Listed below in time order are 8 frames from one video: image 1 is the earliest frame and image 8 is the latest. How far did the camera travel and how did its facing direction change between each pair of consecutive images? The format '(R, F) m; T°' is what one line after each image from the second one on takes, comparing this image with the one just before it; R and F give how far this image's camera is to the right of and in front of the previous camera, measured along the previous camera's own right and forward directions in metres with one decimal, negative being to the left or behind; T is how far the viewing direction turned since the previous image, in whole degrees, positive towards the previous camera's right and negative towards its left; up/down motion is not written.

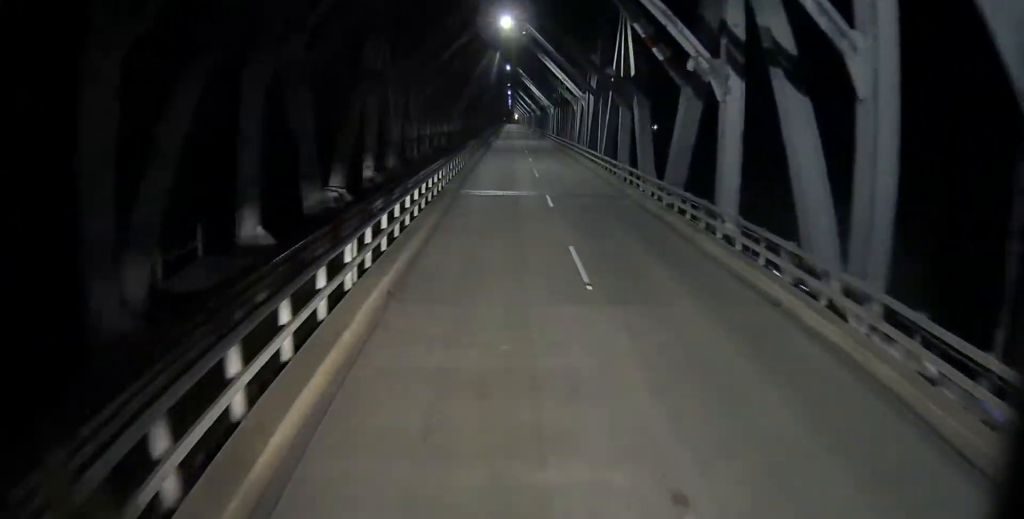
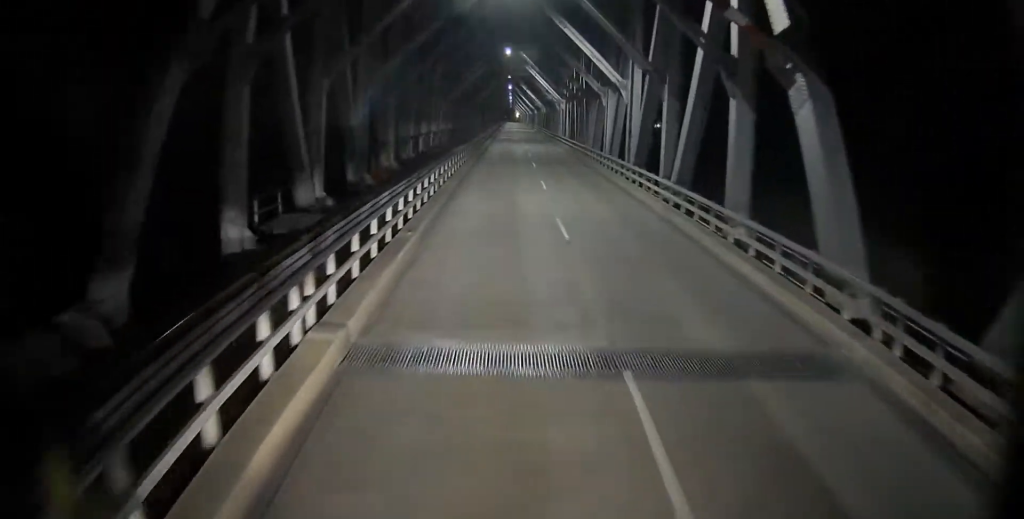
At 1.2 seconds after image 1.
(+0.2, +17.4) m; +1°
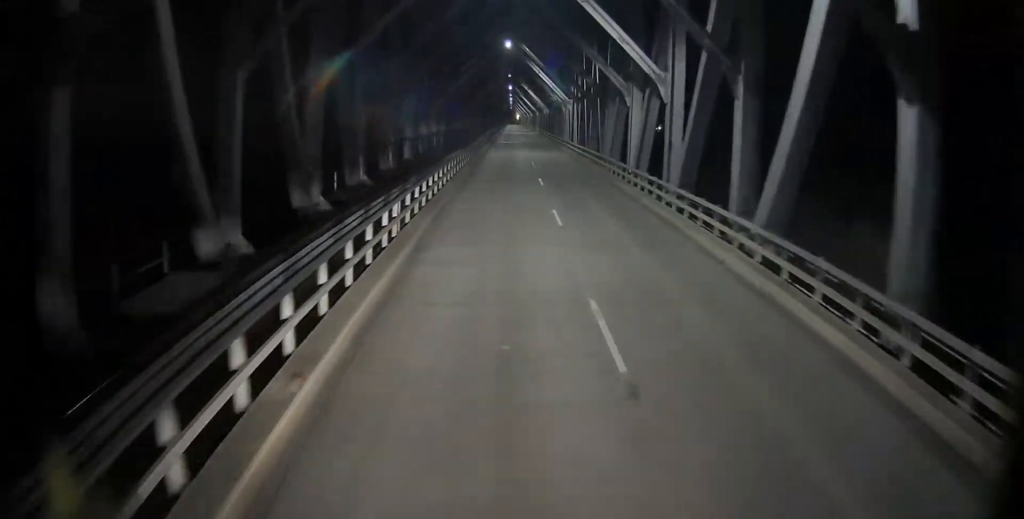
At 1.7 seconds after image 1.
(0.0, +8.0) m; -1°
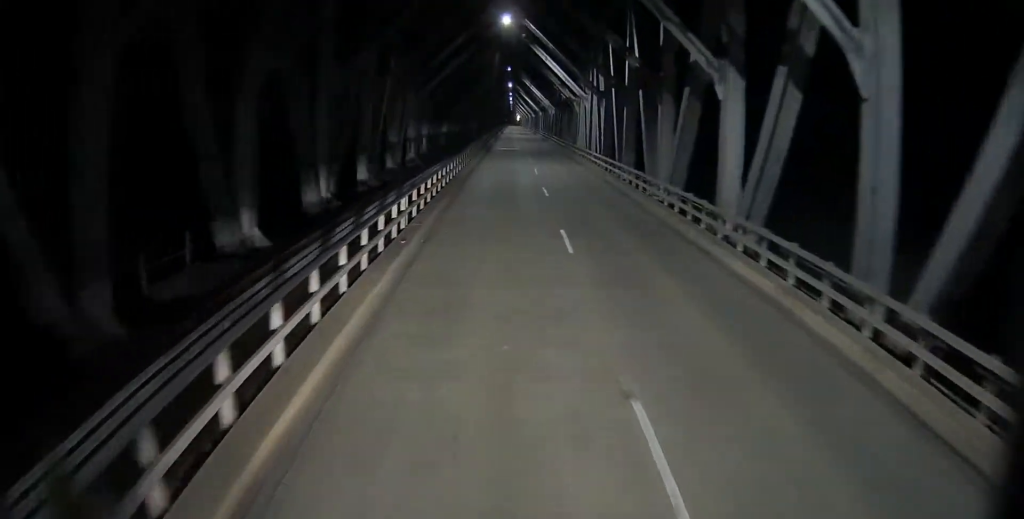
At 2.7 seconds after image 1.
(-0.1, +14.0) m; -1°
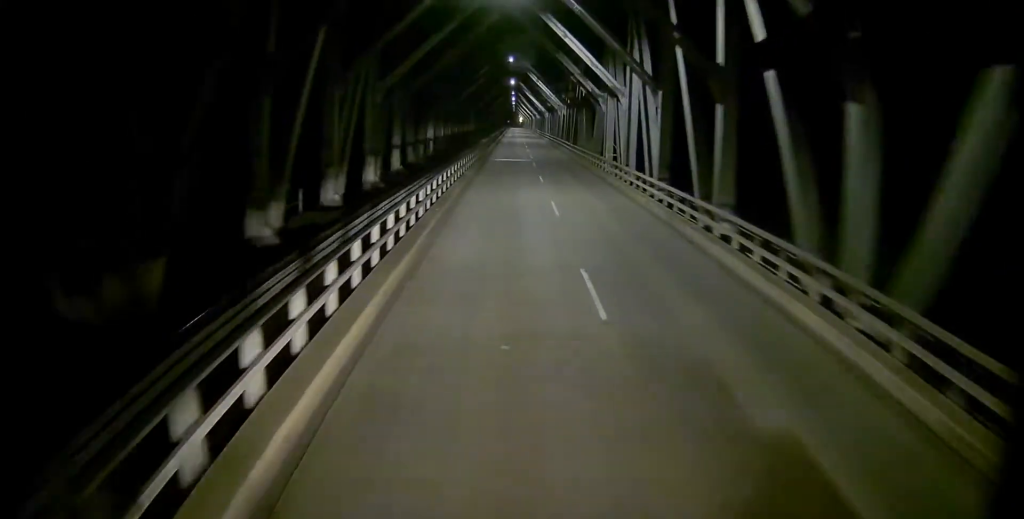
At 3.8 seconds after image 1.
(0.0, +15.1) m; 0°
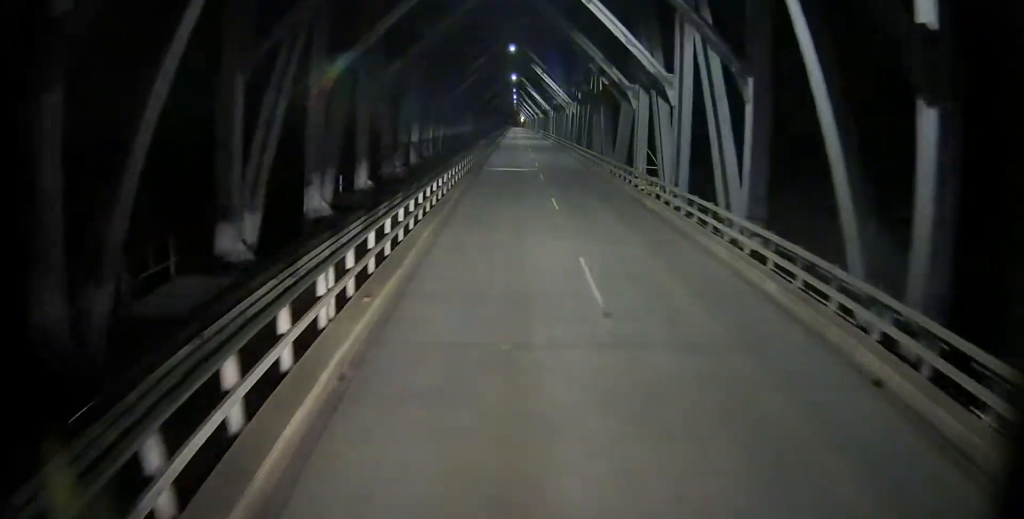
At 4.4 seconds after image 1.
(+0.1, +8.5) m; +1°
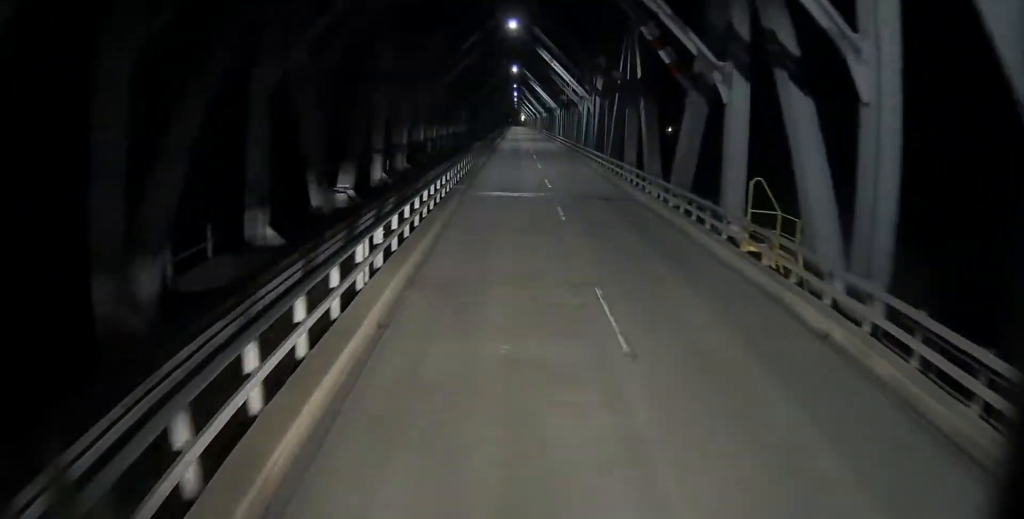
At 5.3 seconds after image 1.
(0.0, +12.7) m; +1°
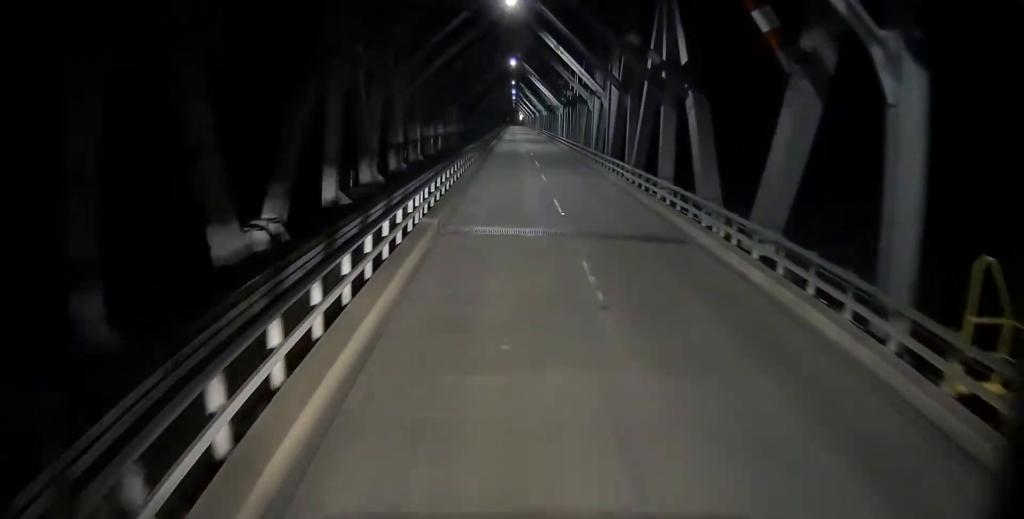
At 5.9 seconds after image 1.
(+0.1, +8.6) m; 0°
